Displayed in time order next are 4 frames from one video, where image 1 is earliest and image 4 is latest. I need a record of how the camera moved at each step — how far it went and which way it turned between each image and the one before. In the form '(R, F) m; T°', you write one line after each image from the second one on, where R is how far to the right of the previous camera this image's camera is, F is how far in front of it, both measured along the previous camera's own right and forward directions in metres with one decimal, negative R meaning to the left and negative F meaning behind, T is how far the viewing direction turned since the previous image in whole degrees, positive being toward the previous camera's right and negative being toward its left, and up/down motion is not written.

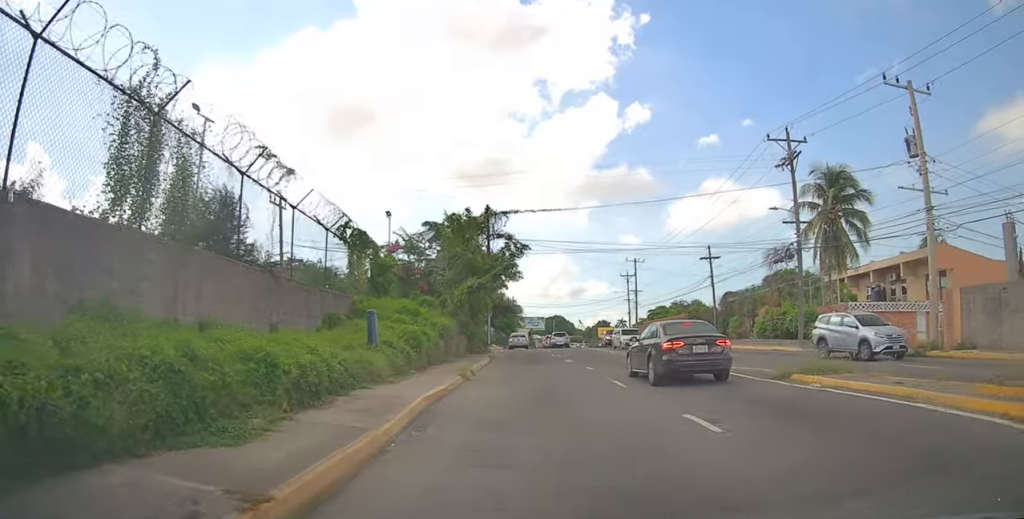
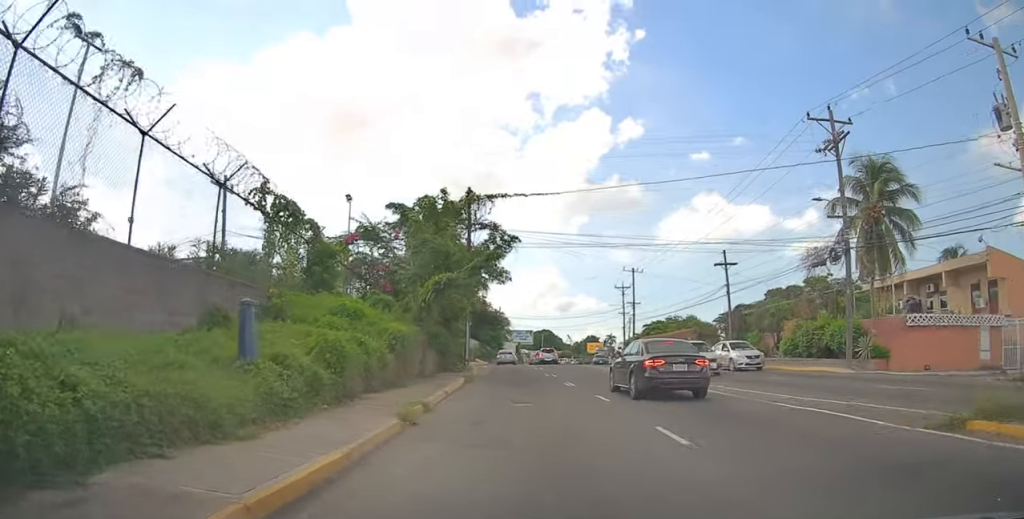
(+0.3, +6.1) m; +3°
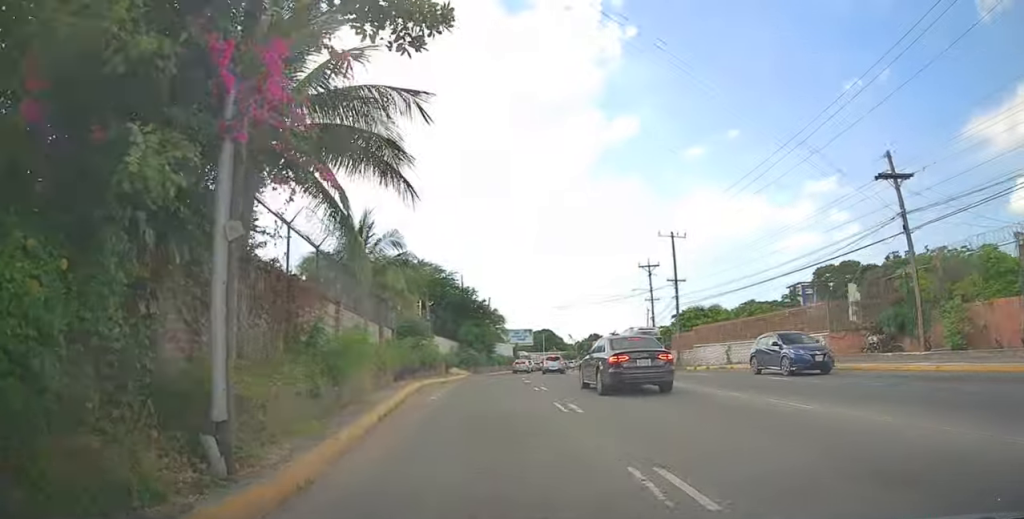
(+0.5, +20.8) m; +4°
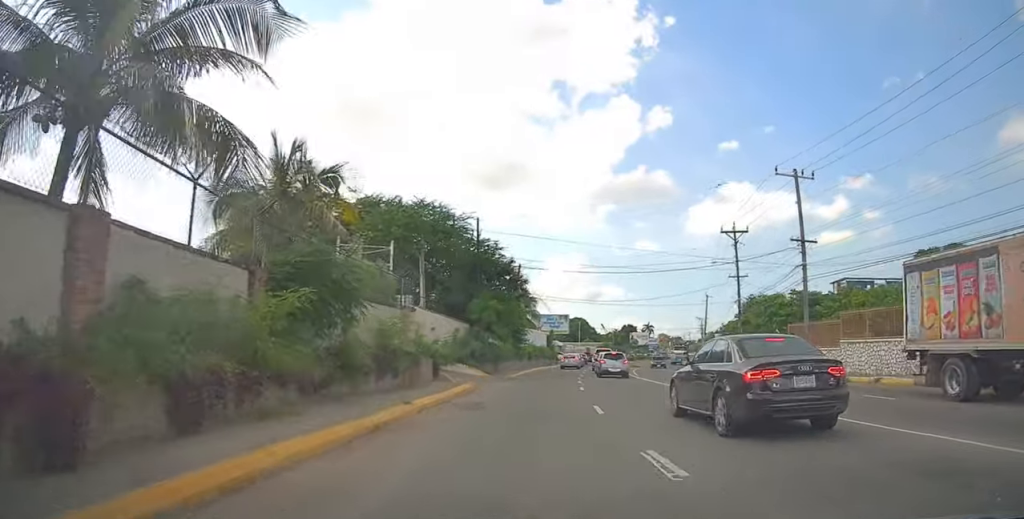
(-0.9, +16.5) m; -5°
